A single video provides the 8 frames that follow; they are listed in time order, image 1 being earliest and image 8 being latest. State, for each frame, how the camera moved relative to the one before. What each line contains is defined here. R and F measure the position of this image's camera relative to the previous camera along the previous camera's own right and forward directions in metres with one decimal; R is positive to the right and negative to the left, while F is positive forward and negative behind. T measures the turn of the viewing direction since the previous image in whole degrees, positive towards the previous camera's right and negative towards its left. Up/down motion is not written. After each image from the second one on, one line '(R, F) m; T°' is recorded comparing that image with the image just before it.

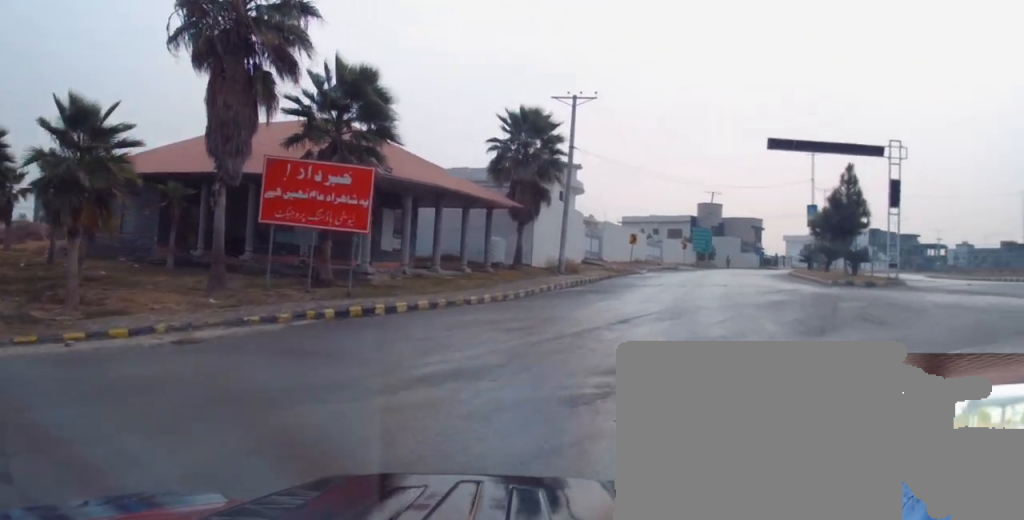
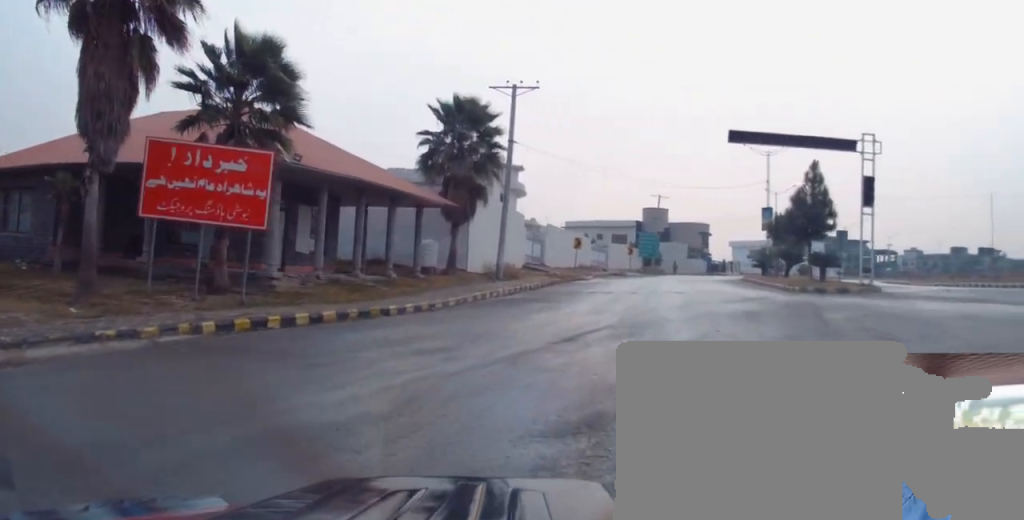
(+0.1, +3.4) m; +6°
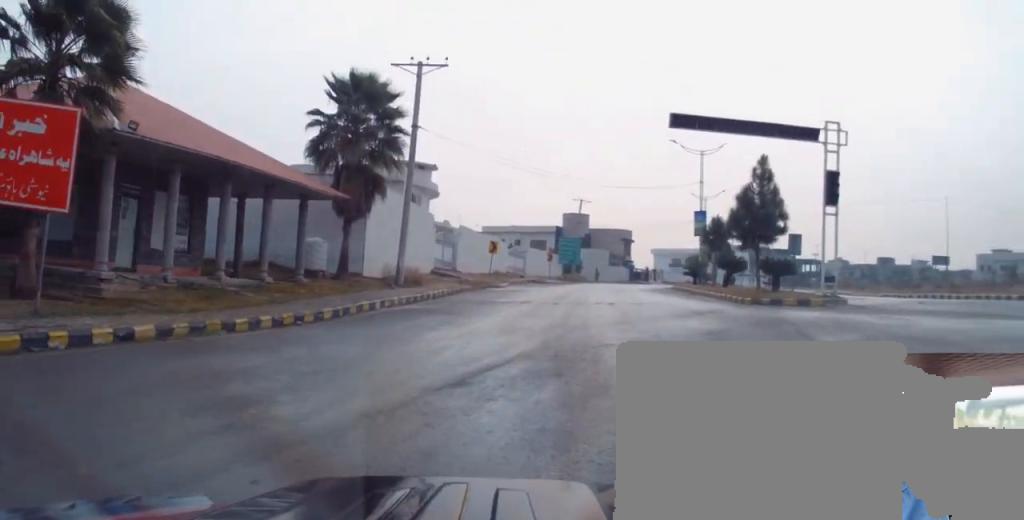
(+0.6, +4.7) m; +2°
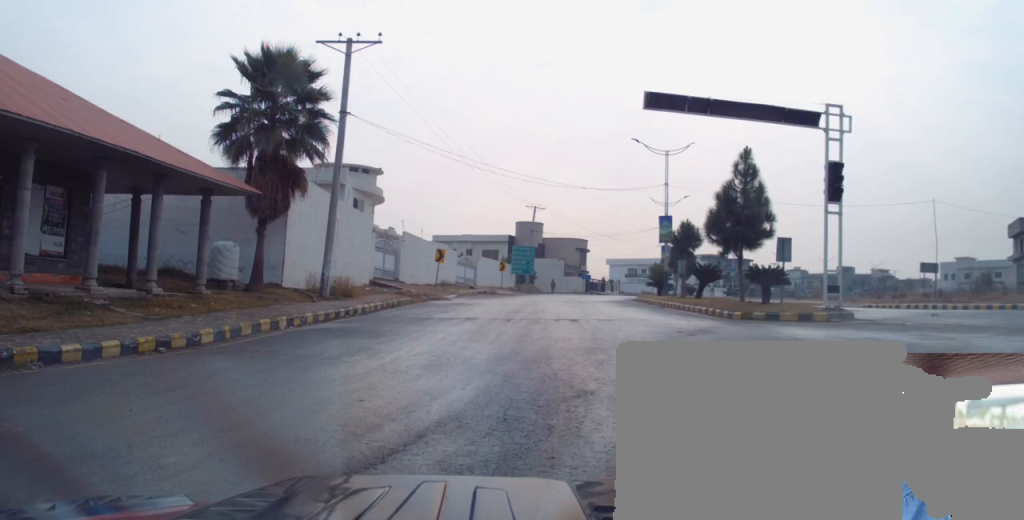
(-0.3, +4.6) m; 0°
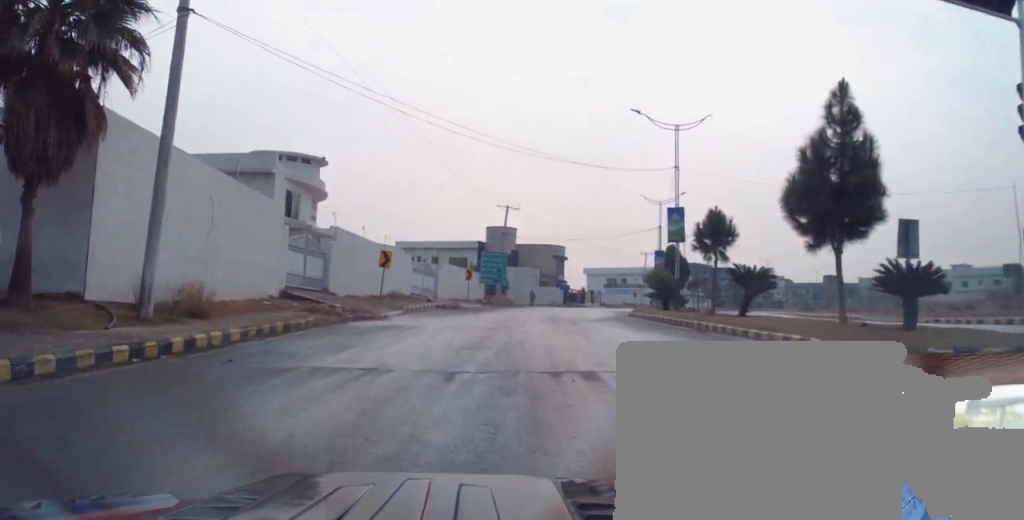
(+0.8, +11.4) m; +3°
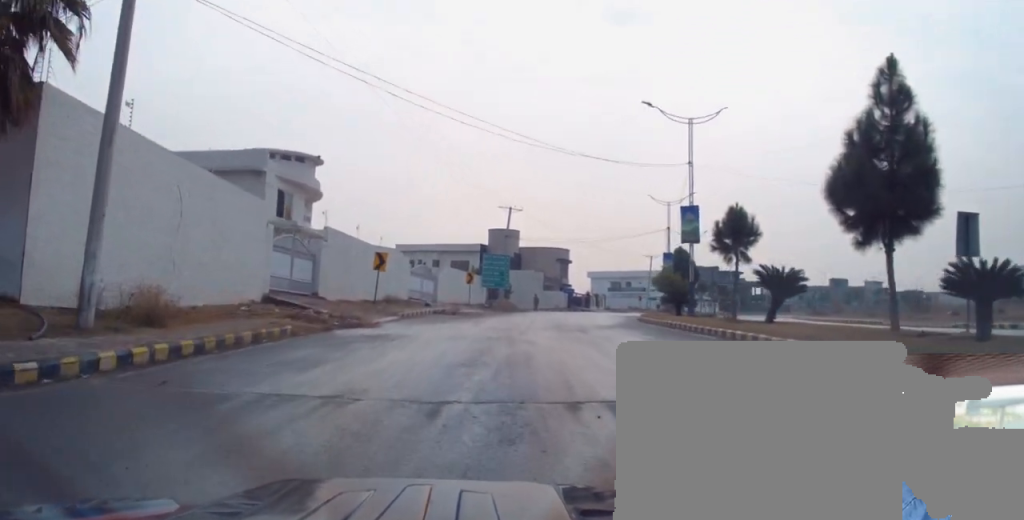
(-0.1, +2.4) m; 0°
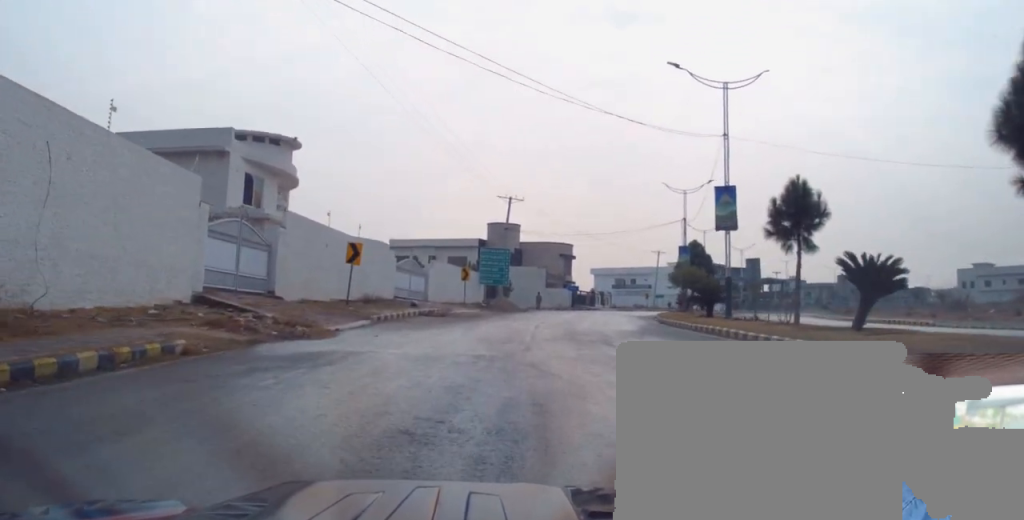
(0.0, +6.1) m; +3°
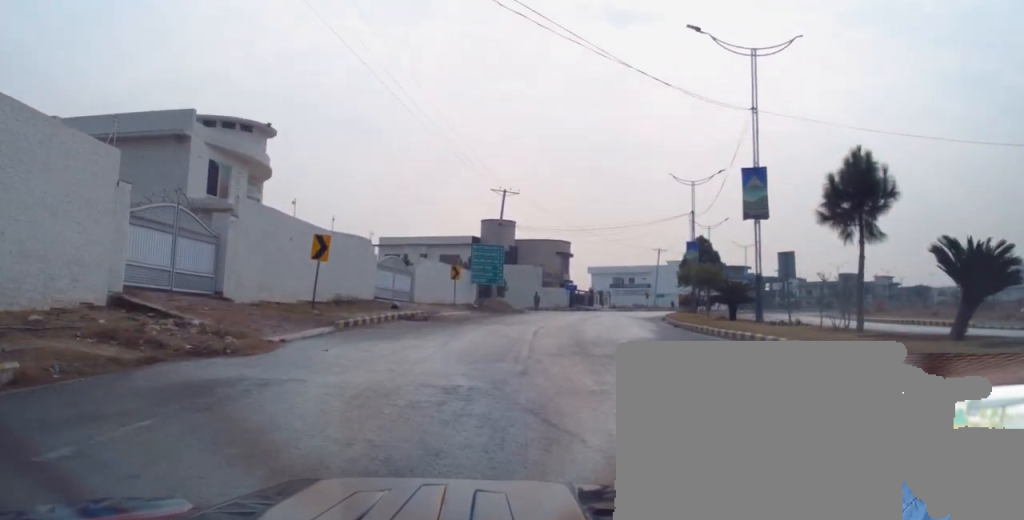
(+0.2, +4.4) m; +2°
